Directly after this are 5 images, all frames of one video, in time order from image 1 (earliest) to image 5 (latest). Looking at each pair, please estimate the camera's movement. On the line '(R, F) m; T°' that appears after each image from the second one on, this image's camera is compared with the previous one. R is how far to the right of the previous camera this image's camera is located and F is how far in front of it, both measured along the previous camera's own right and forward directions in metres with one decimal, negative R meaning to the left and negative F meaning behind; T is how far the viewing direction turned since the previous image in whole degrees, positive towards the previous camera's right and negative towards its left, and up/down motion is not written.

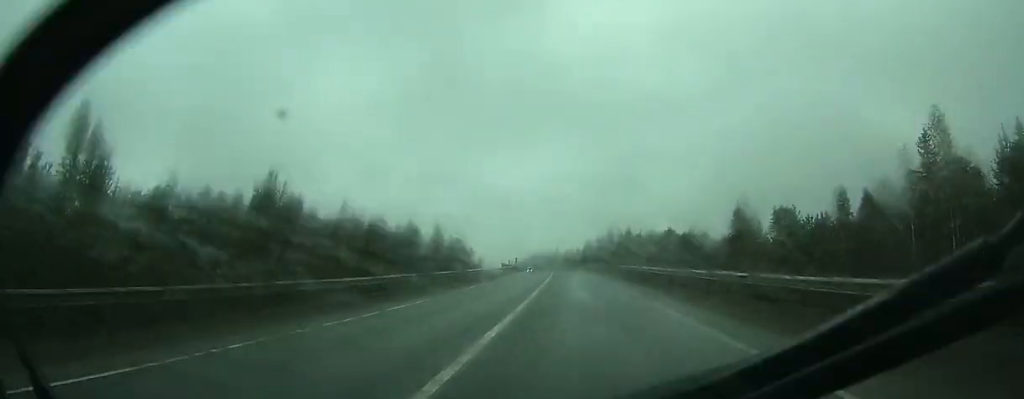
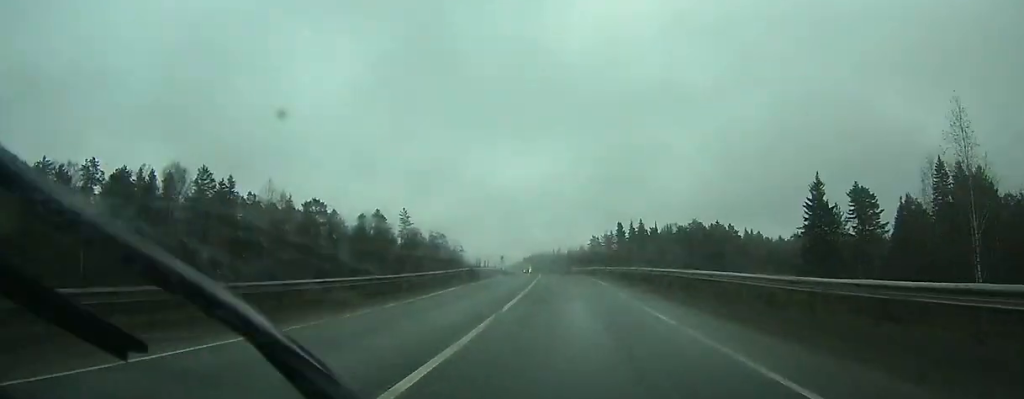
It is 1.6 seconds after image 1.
(-0.3, +39.5) m; -1°
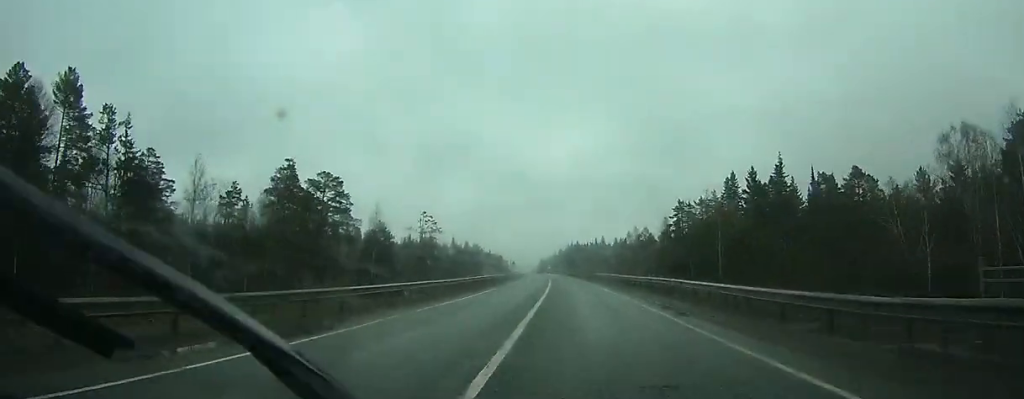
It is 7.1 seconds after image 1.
(-4.9, +130.2) m; -4°
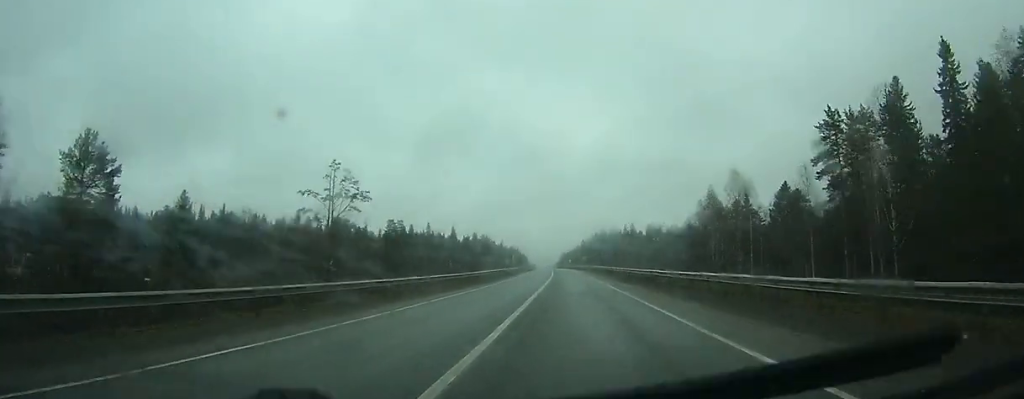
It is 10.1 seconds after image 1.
(-0.6, +72.8) m; -1°
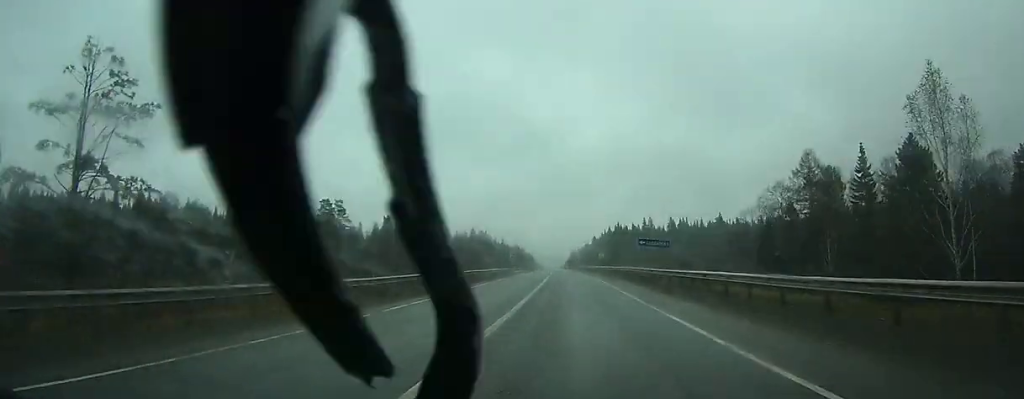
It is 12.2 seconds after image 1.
(-0.4, +50.2) m; -1°
